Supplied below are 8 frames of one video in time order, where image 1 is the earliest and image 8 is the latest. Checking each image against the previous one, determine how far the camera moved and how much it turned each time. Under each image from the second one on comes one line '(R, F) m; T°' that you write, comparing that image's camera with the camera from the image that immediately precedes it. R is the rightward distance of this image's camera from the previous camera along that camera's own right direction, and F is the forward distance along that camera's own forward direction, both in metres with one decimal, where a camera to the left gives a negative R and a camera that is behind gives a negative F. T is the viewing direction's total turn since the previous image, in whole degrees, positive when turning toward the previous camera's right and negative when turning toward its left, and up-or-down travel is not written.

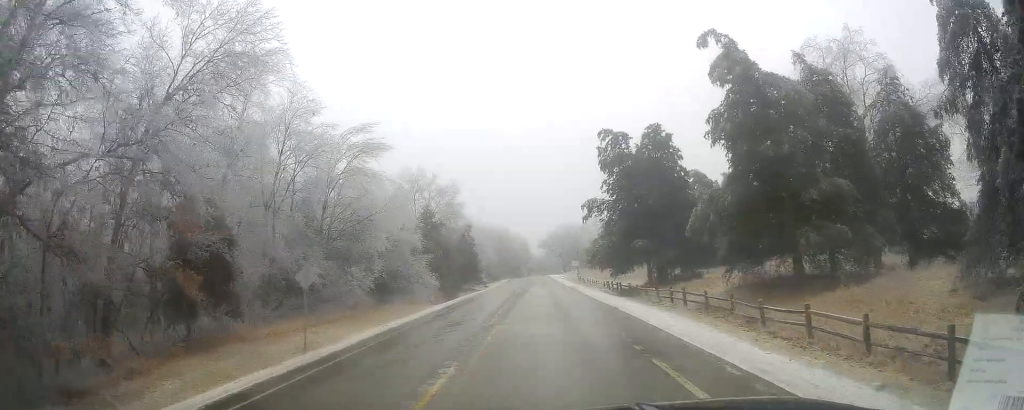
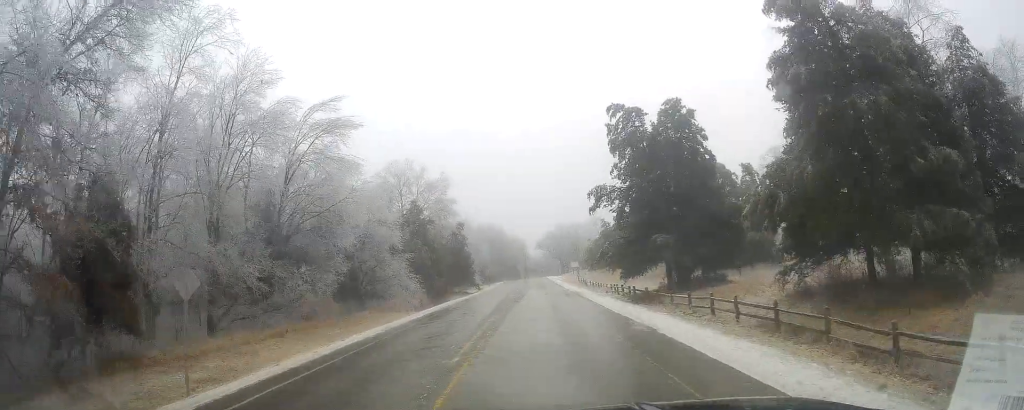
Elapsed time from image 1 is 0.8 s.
(+0.1, +7.3) m; +1°
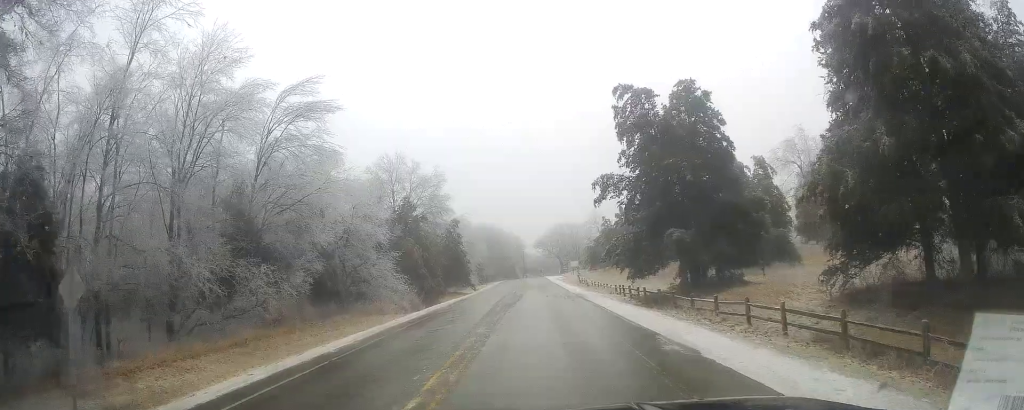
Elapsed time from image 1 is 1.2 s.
(-0.1, +3.9) m; 0°
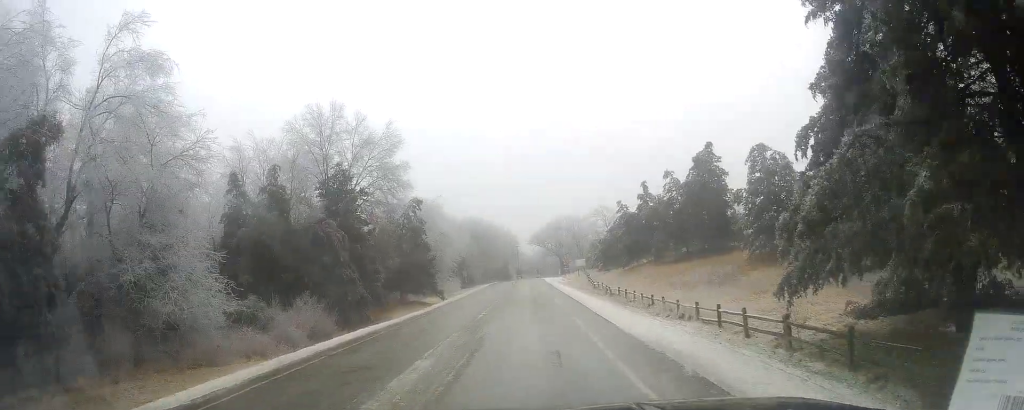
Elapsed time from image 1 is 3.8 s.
(+0.2, +24.7) m; +1°
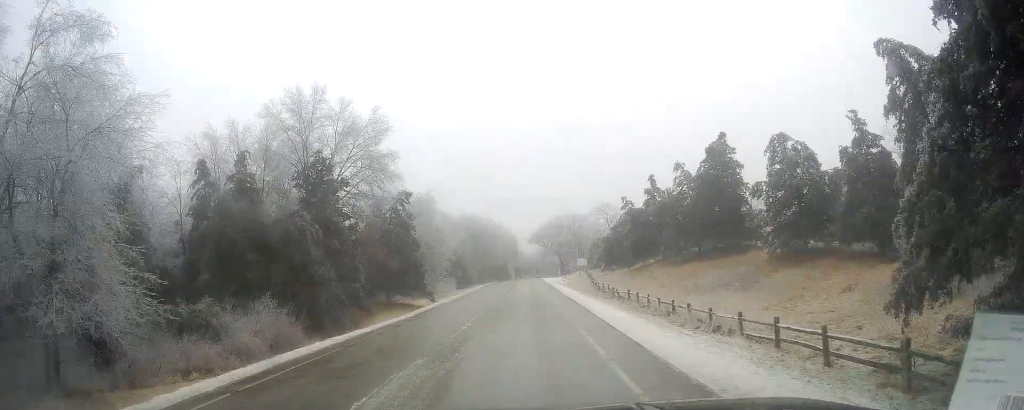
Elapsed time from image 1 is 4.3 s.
(0.0, +4.9) m; +1°
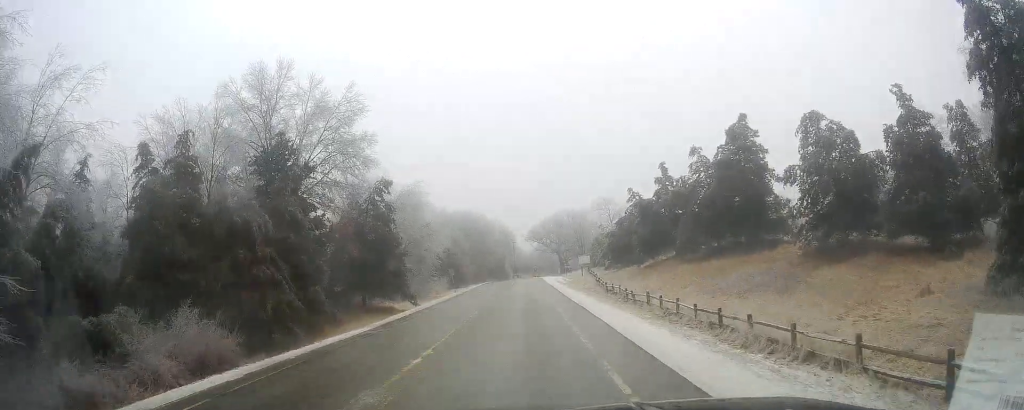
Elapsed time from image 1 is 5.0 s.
(+0.1, +7.2) m; -2°
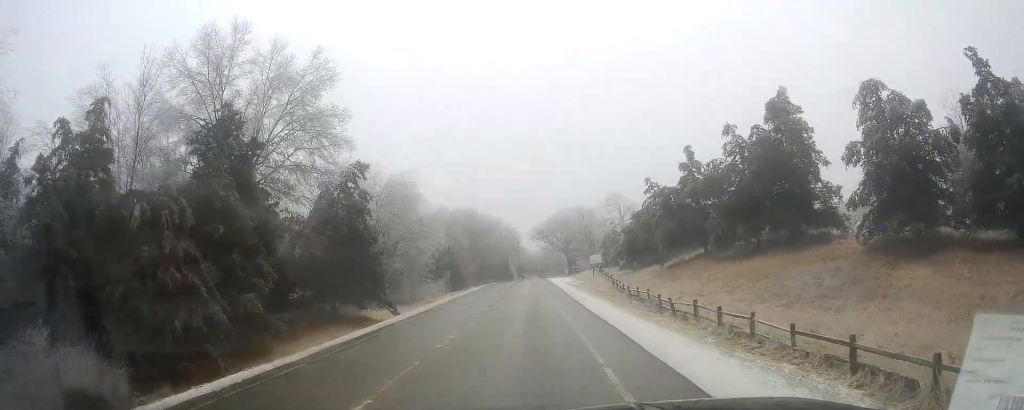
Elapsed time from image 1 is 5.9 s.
(-0.2, +8.7) m; +1°
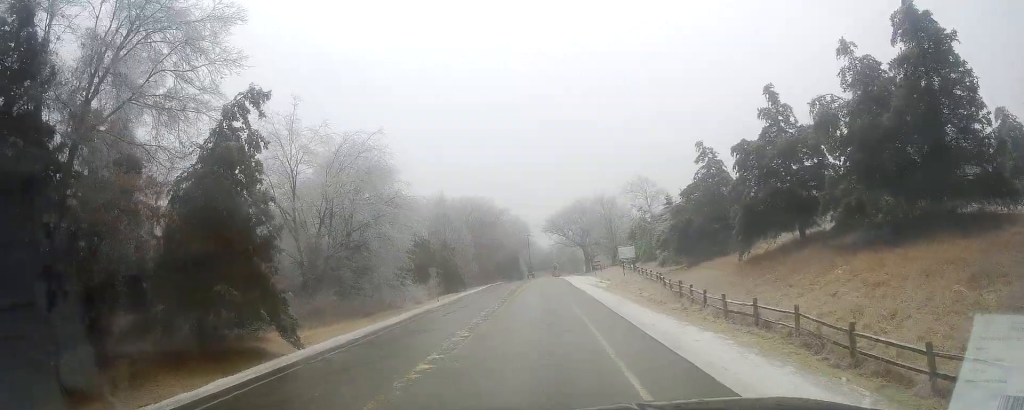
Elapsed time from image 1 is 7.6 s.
(+0.7, +17.9) m; 0°
